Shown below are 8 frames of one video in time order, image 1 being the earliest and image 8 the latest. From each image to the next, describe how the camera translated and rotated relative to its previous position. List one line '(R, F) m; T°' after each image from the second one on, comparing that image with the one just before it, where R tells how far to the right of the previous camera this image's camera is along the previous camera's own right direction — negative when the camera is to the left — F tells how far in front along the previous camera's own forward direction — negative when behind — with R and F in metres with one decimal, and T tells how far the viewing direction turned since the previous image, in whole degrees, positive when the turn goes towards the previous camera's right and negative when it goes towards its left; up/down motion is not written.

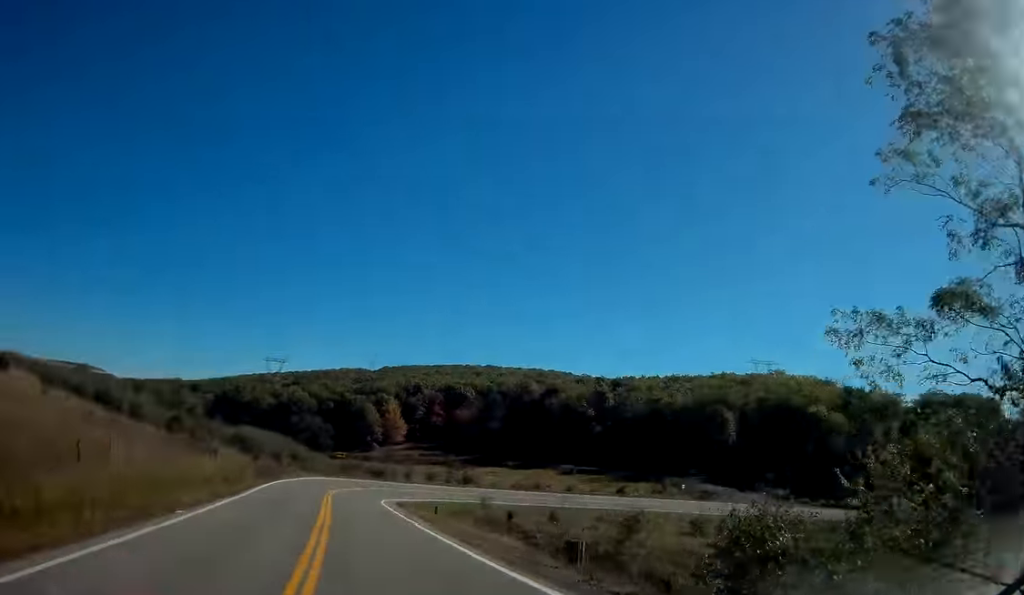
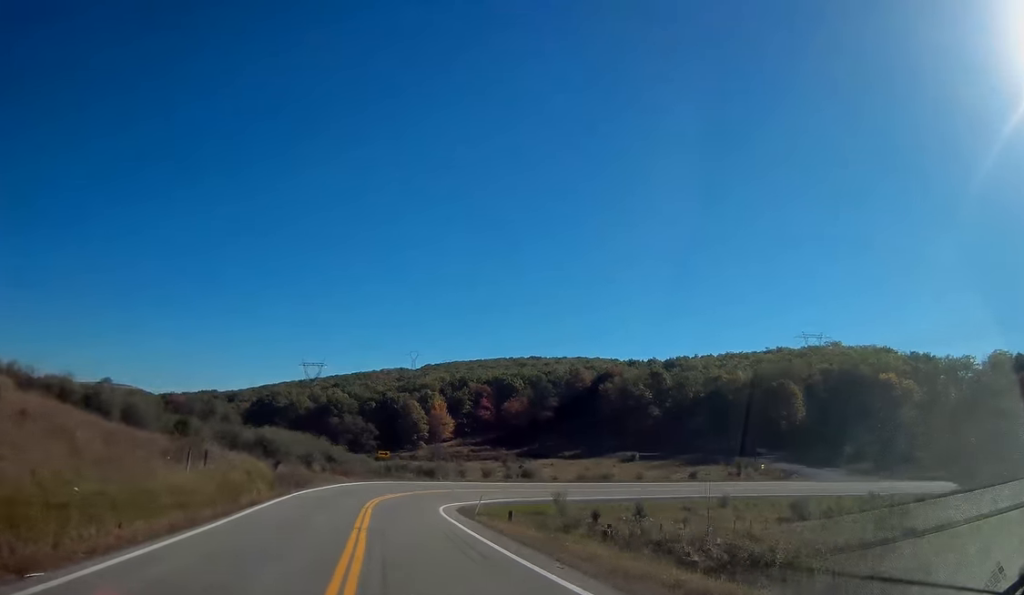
(-0.5, +11.5) m; -4°
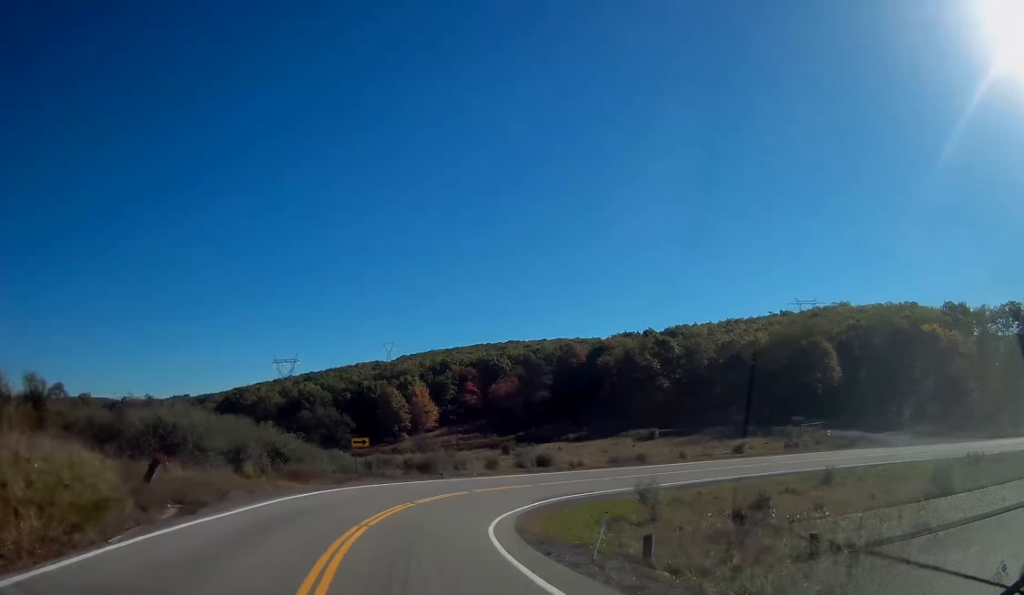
(-0.6, +23.7) m; 0°
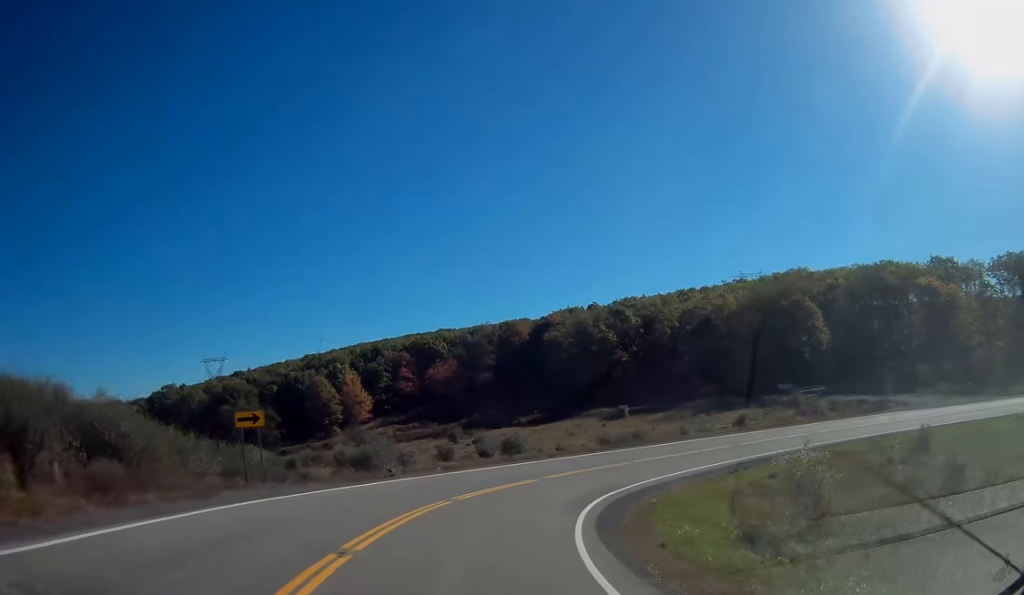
(+0.8, +20.3) m; +7°
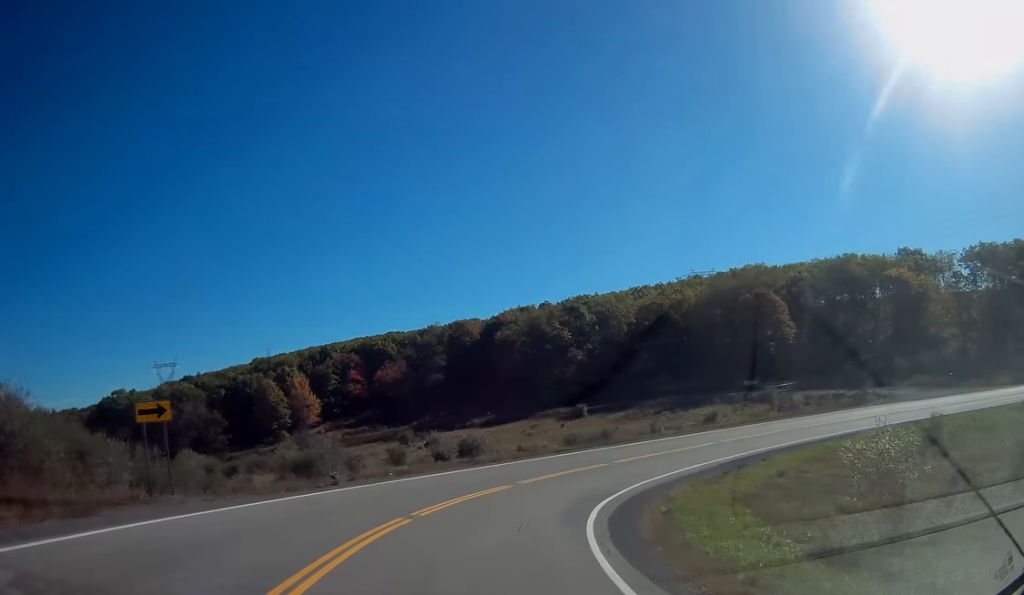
(+0.2, +6.0) m; +4°
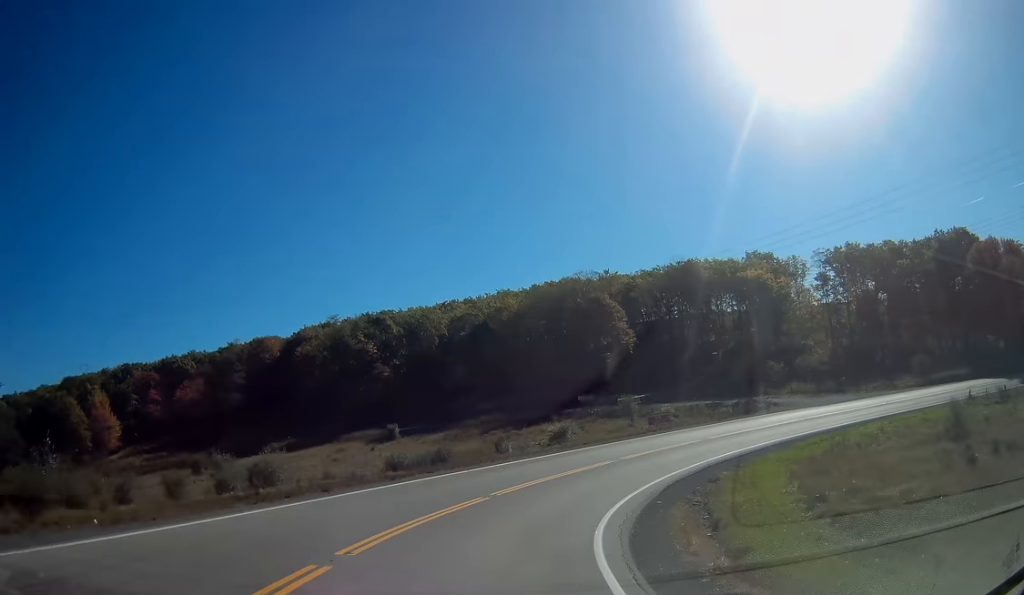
(+2.3, +16.8) m; +17°
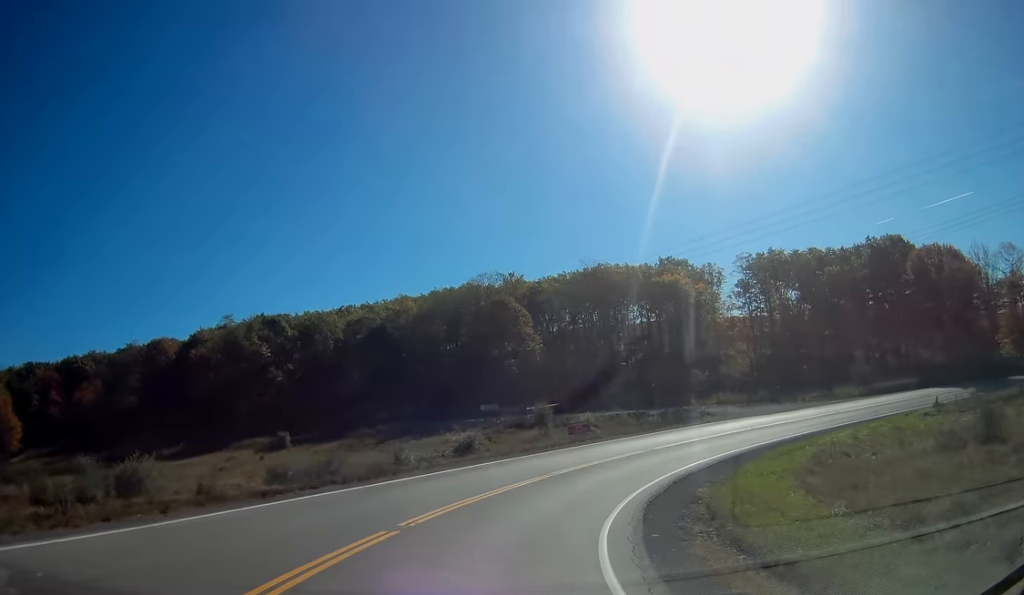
(+0.5, +7.7) m; +9°
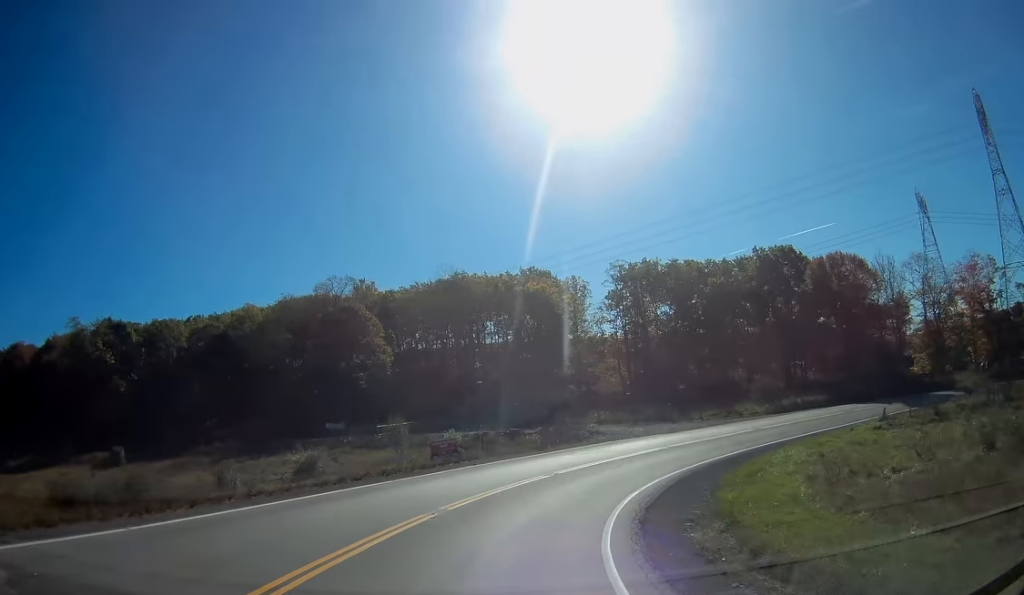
(+1.2, +10.6) m; +13°
